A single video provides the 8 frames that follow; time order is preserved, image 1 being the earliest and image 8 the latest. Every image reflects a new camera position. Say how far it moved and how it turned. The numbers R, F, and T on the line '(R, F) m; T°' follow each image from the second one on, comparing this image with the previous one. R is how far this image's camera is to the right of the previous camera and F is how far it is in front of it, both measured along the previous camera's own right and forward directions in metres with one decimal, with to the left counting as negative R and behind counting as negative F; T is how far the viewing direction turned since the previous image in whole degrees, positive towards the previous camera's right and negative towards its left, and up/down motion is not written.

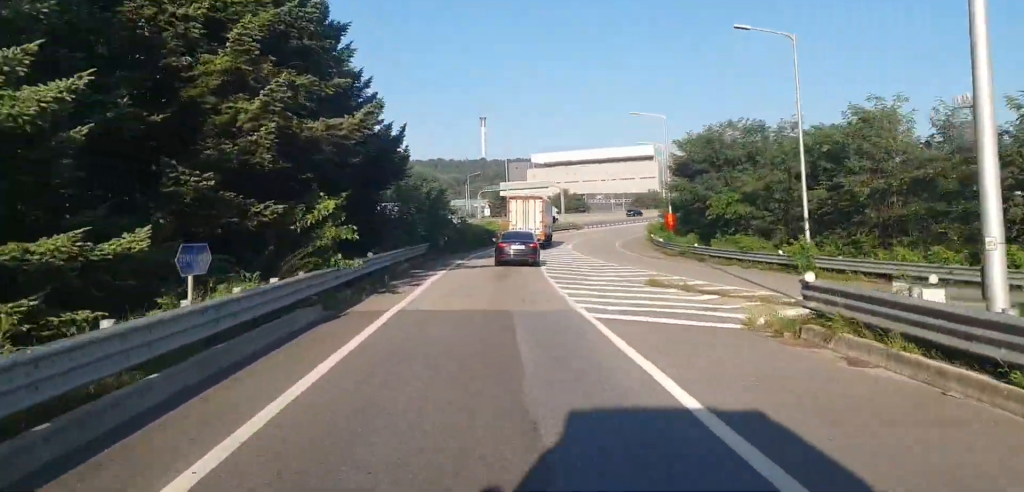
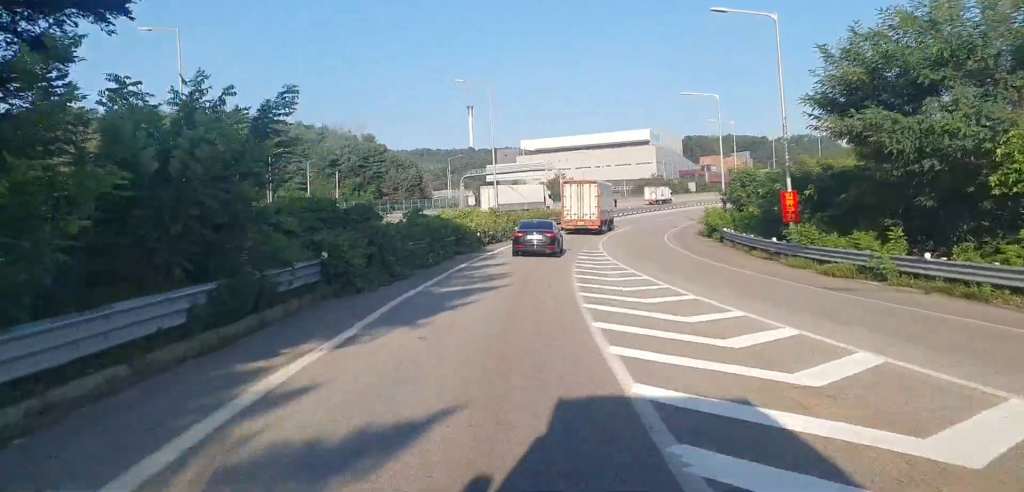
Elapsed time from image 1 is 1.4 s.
(-0.3, +25.7) m; +2°
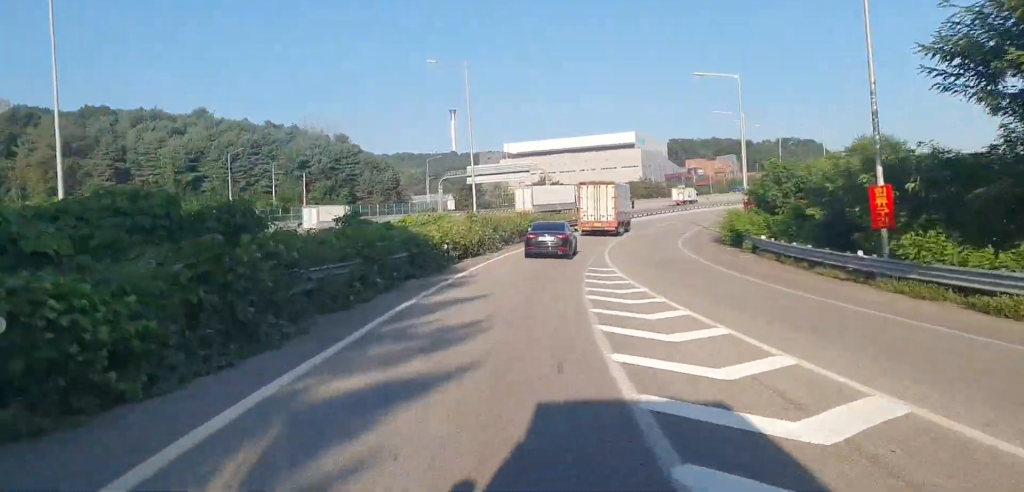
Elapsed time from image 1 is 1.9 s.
(+0.5, +9.6) m; +2°
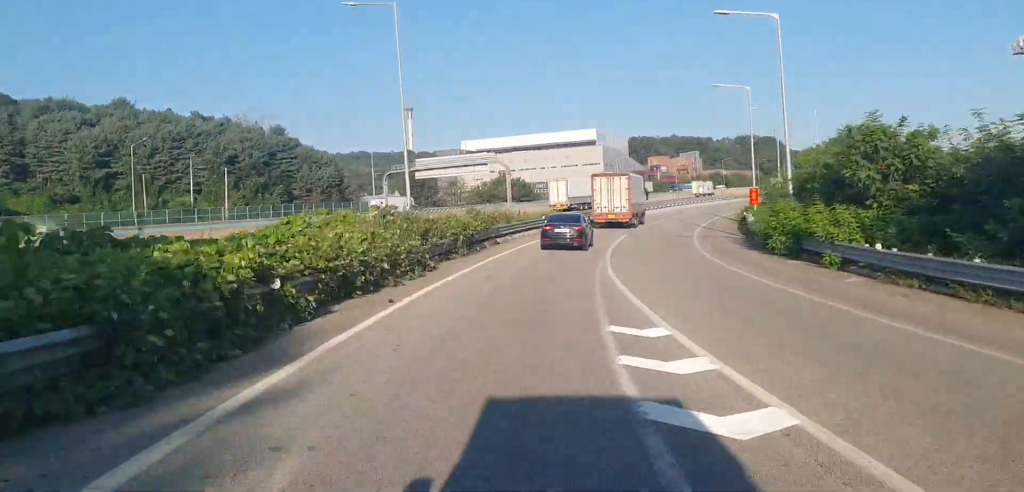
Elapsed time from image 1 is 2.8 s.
(+0.5, +14.9) m; +2°
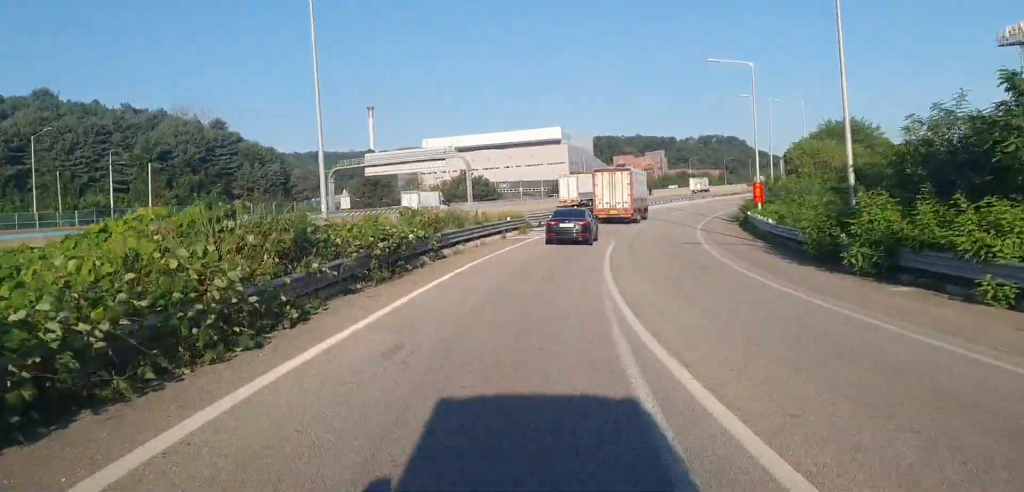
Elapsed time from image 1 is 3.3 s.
(-0.1, +10.1) m; +1°
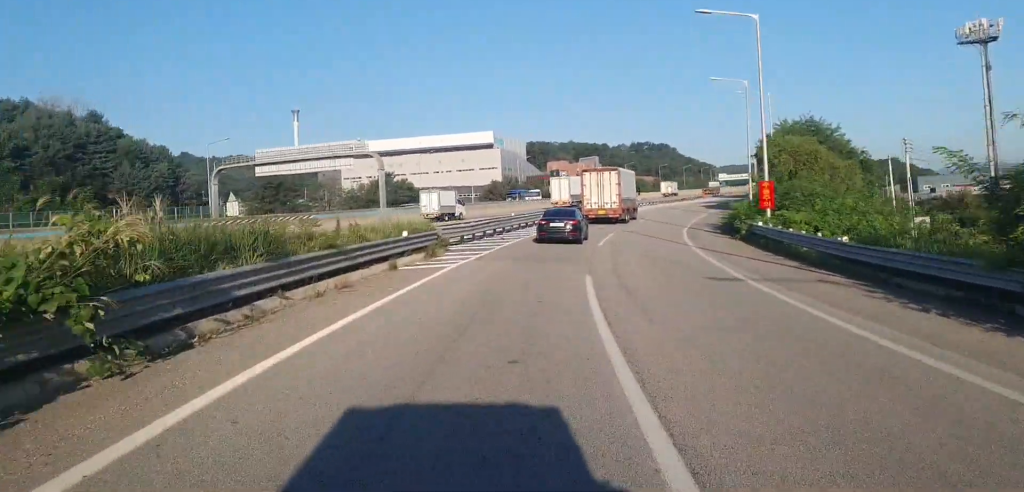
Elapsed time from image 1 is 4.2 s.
(+0.4, +14.7) m; +6°
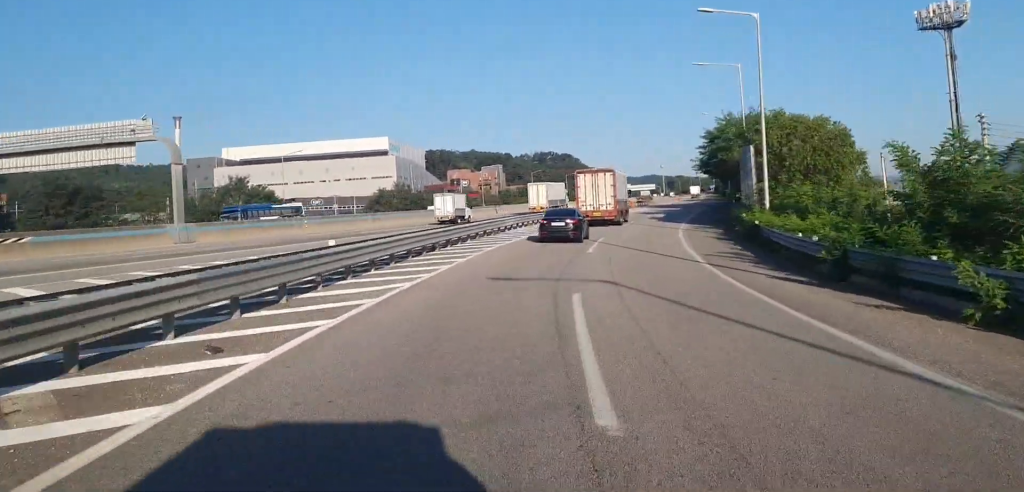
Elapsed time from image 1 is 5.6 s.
(+2.3, +24.4) m; +8°
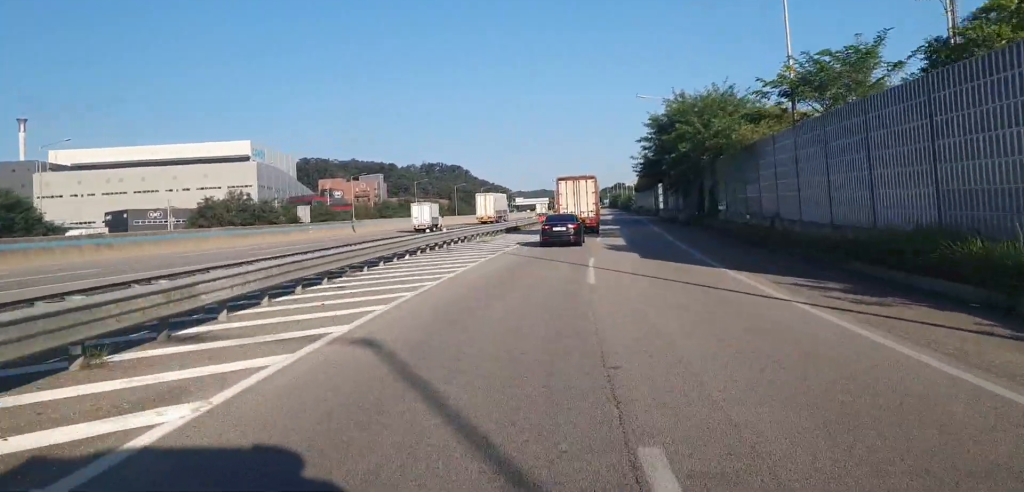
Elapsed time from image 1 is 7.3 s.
(+1.6, +31.0) m; +8°
